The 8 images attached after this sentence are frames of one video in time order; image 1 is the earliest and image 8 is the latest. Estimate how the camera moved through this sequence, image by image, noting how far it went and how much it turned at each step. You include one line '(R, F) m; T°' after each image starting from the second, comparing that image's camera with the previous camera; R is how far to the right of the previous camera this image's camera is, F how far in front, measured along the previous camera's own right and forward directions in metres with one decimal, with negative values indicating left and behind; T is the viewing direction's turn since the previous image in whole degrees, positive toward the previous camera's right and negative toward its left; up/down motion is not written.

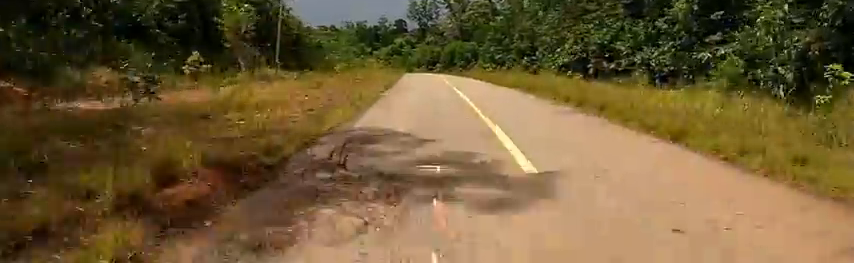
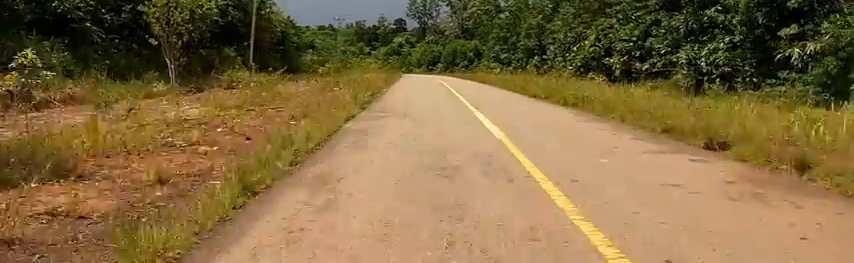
(-0.2, +5.5) m; -1°
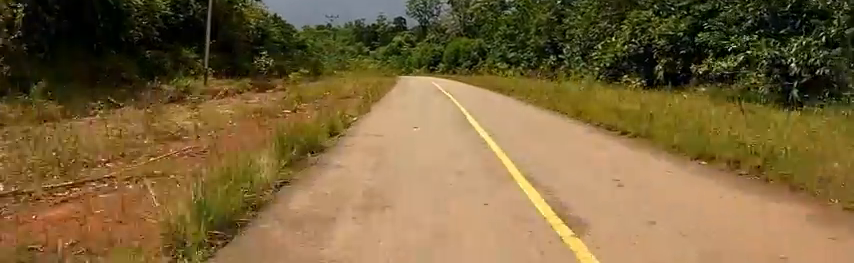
(-0.2, +7.3) m; -1°
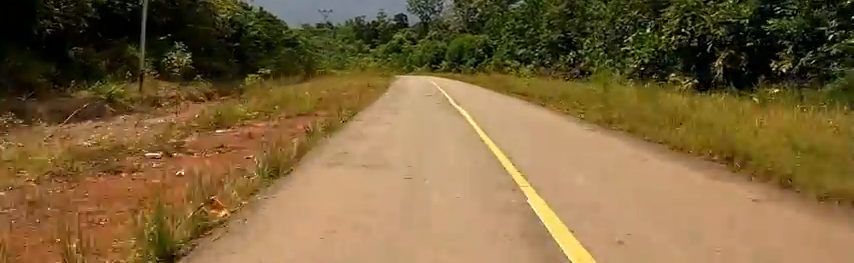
(0.0, +6.4) m; 0°
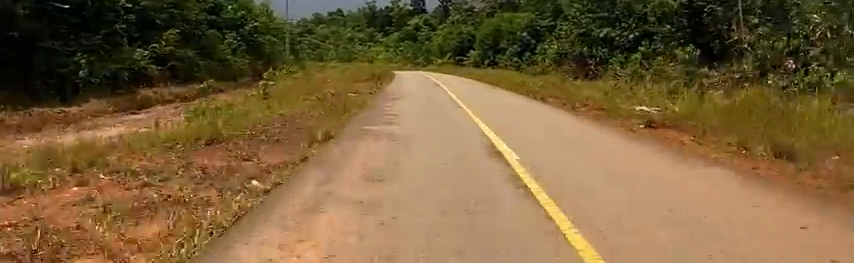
(0.0, +26.9) m; 0°
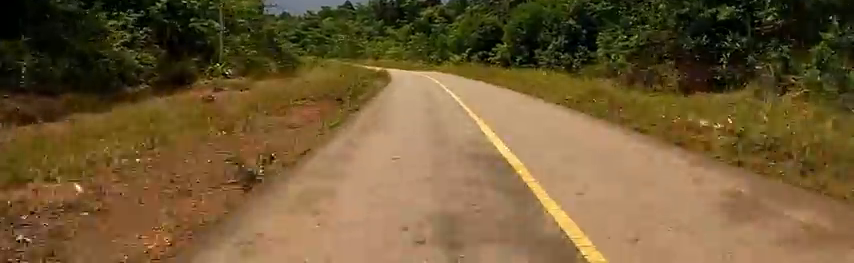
(-0.2, +16.7) m; -5°
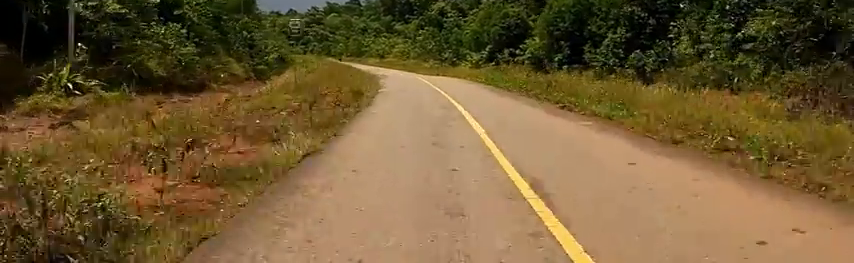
(-0.9, +13.0) m; 0°
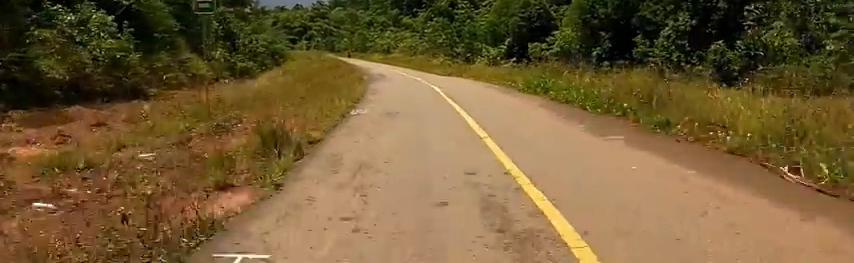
(+0.4, +8.3) m; -1°
